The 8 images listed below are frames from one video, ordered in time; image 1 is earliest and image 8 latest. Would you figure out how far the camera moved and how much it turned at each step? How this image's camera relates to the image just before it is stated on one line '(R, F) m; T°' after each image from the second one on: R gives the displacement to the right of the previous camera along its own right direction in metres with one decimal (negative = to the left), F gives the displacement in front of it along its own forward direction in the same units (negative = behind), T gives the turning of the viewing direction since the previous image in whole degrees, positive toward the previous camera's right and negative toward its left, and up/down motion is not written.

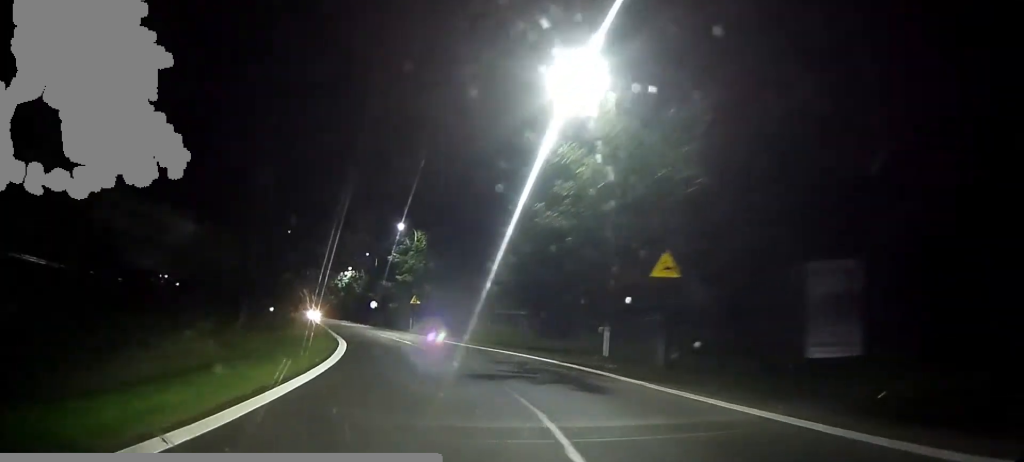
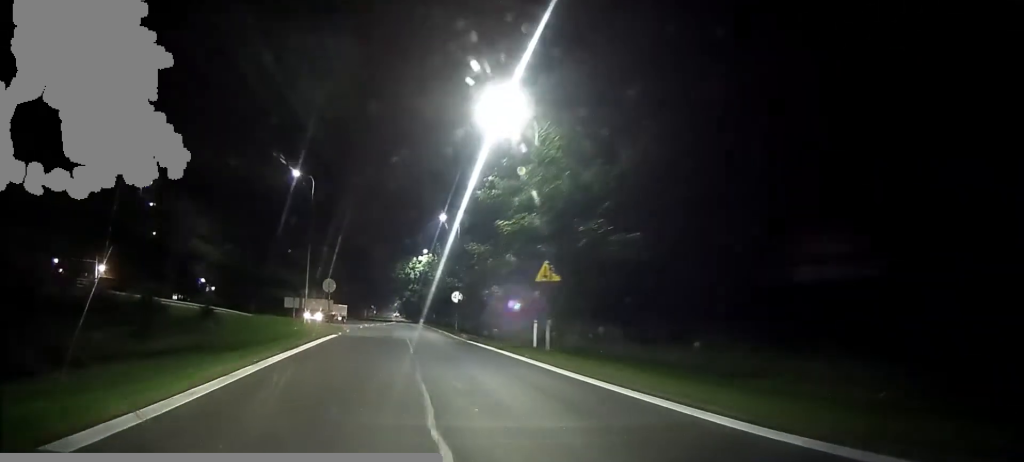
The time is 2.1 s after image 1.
(-2.0, +32.8) m; -6°
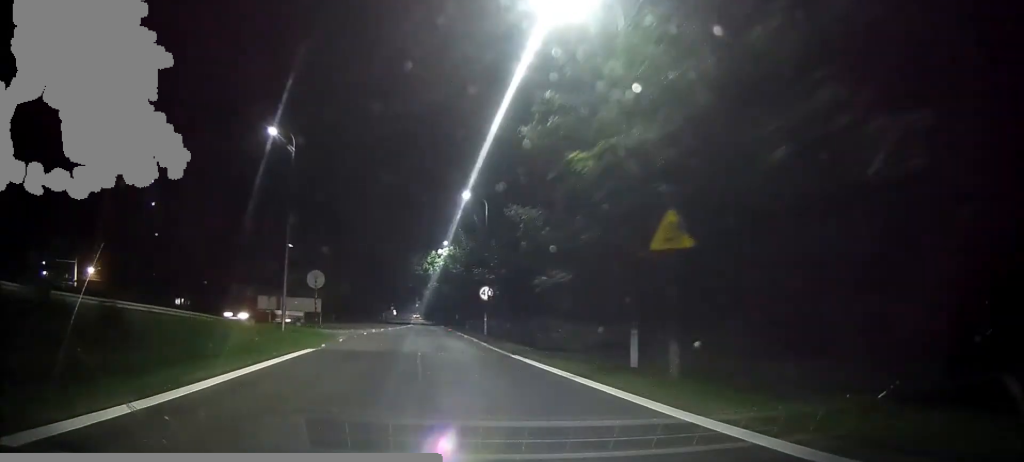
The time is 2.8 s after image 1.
(0.0, +10.4) m; +1°
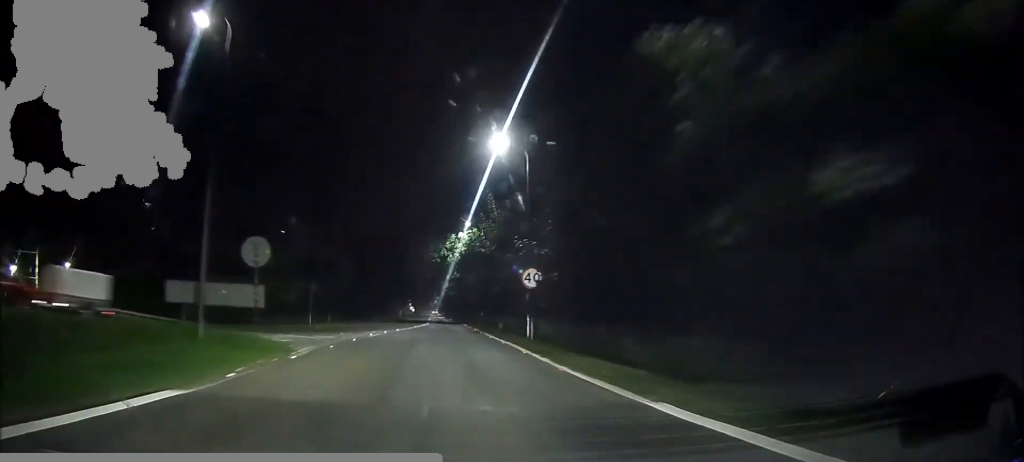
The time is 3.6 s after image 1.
(+0.2, +12.6) m; +1°
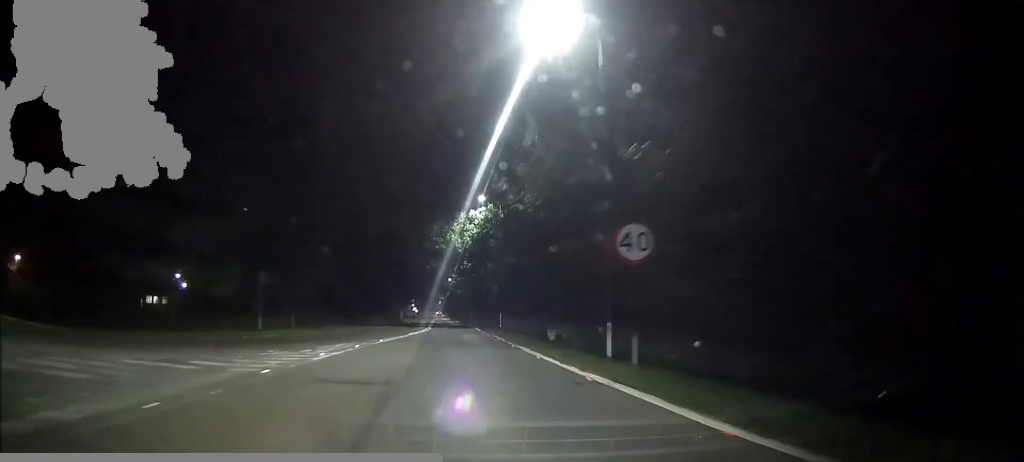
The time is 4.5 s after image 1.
(+0.2, +14.4) m; 0°
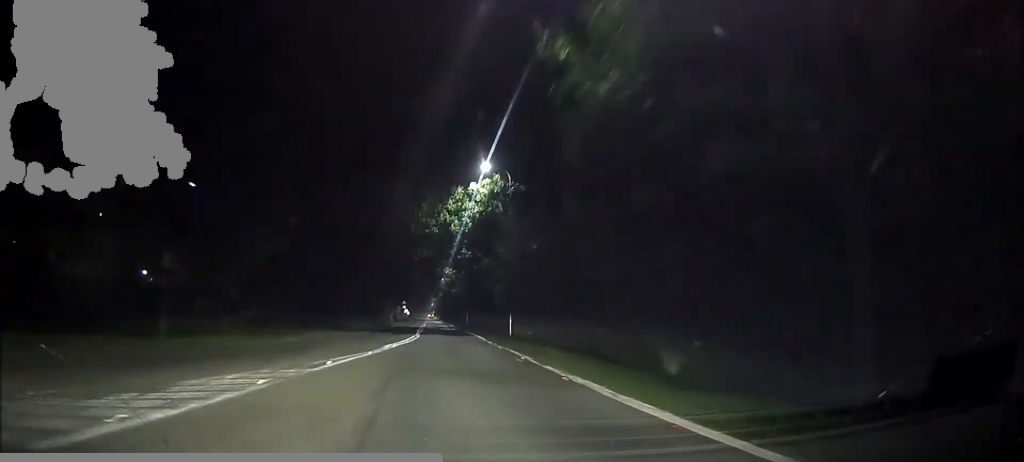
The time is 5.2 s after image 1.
(+0.2, +11.3) m; -2°
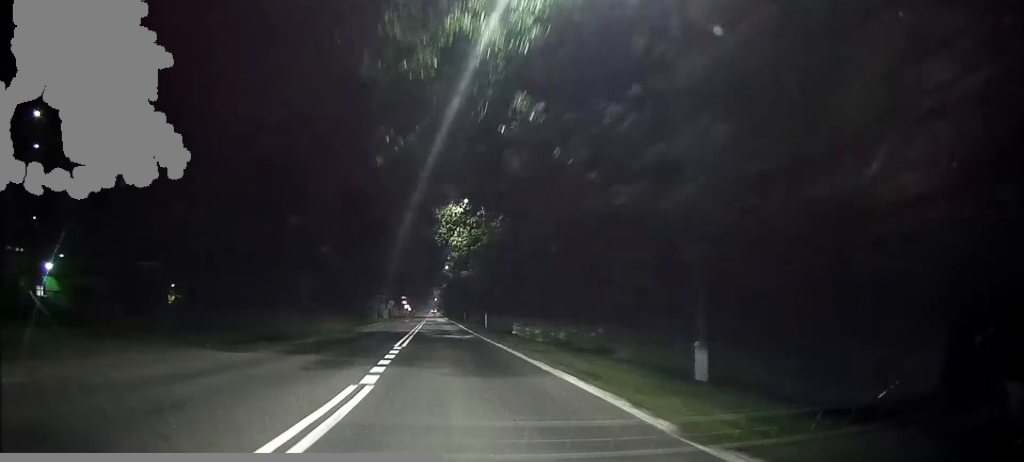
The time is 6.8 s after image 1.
(-1.0, +26.5) m; -1°
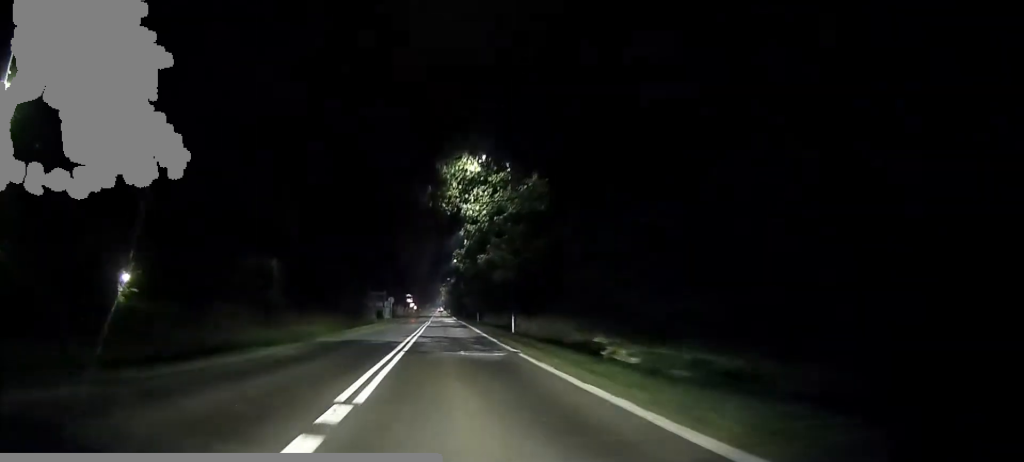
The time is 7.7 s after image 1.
(+0.1, +14.1) m; +1°
